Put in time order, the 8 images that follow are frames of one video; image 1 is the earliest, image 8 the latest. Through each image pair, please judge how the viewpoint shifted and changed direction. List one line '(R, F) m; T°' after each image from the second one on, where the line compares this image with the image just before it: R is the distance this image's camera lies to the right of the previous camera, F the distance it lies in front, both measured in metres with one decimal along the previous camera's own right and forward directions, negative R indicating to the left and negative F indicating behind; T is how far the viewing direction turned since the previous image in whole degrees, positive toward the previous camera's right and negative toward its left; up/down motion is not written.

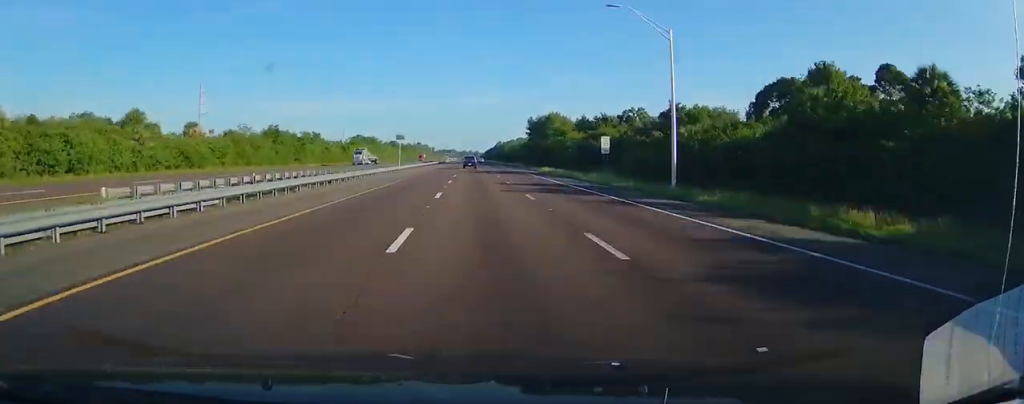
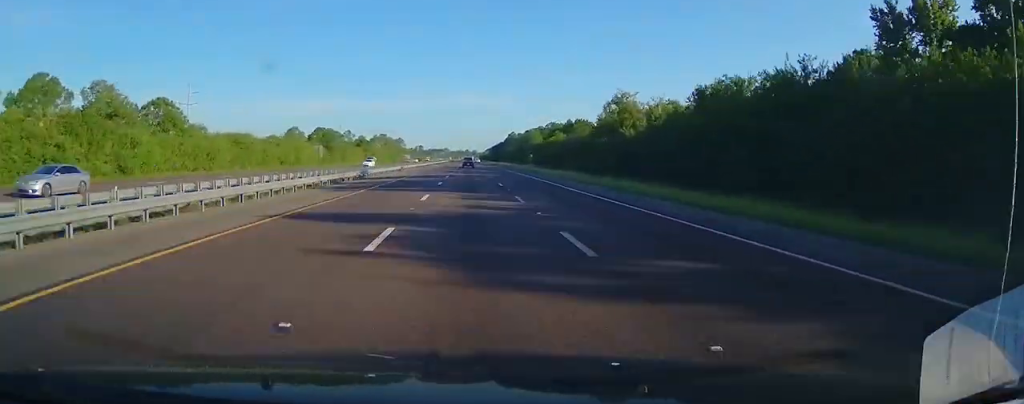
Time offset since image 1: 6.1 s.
(+1.2, +198.3) m; 0°
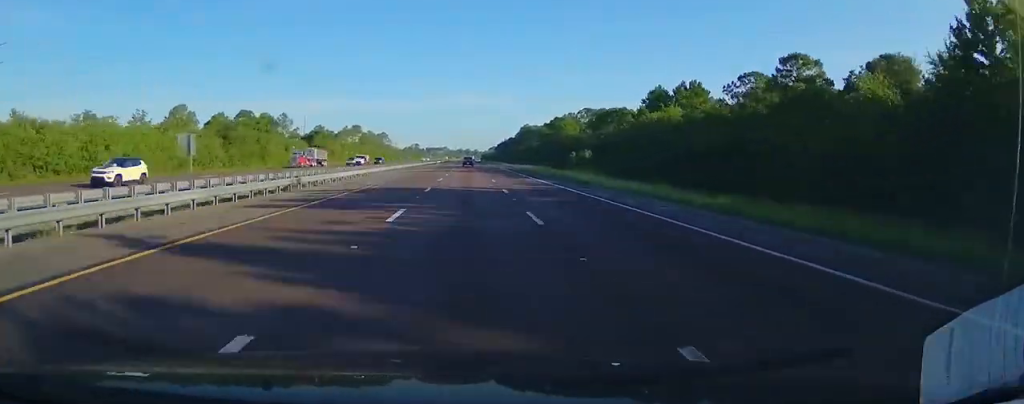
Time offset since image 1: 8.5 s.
(-0.1, +78.7) m; 0°
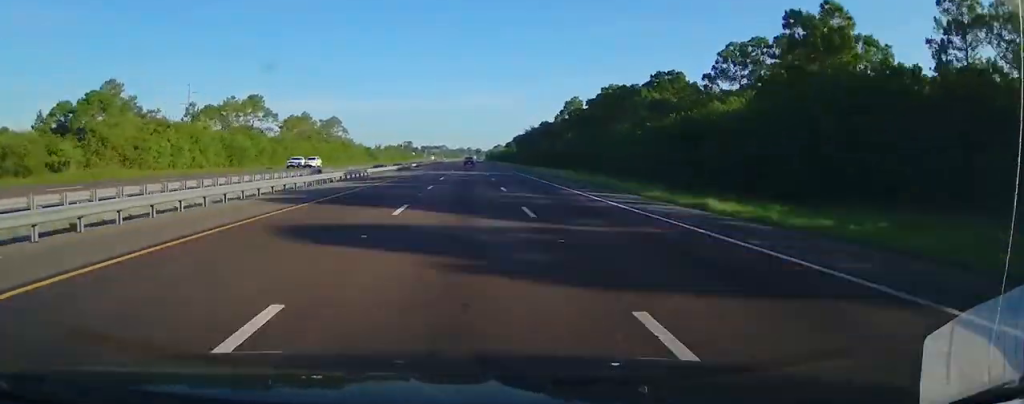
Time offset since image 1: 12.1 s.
(-0.5, +119.1) m; 0°
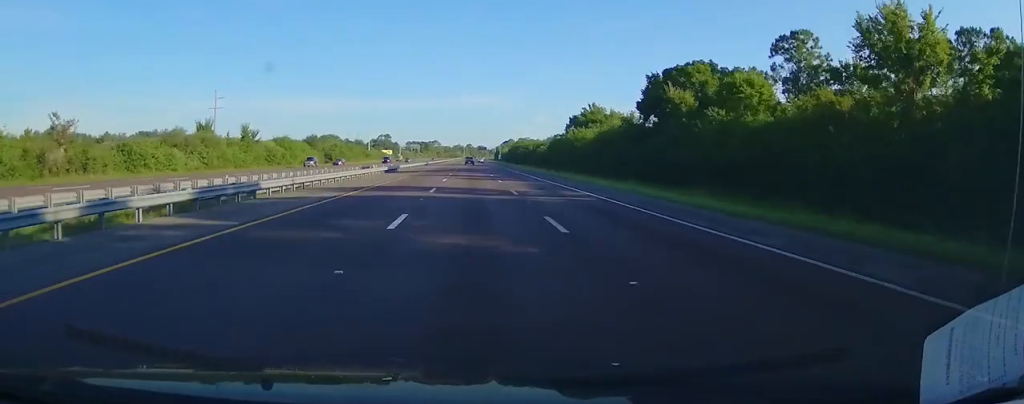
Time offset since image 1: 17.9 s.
(+0.2, +188.7) m; 0°
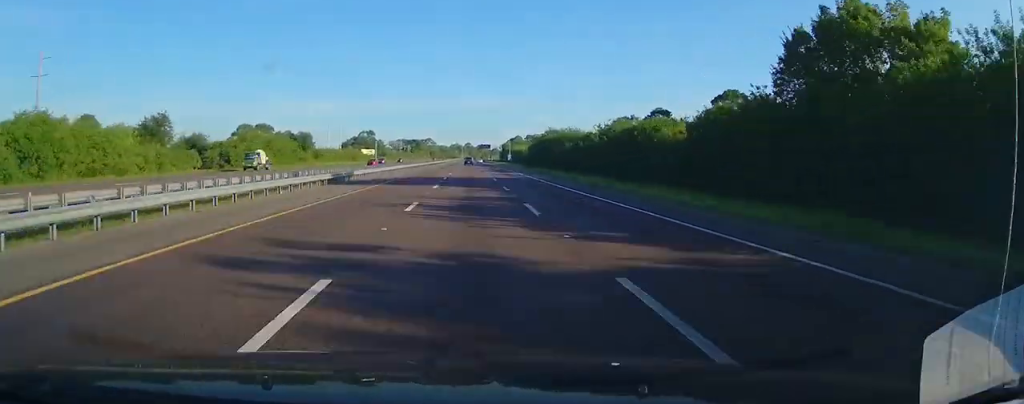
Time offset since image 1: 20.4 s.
(+0.3, +83.4) m; 0°
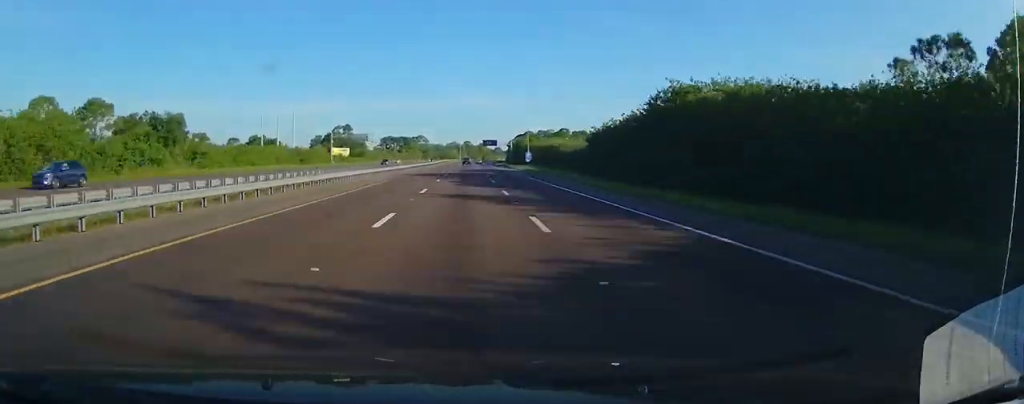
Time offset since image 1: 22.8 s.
(+0.8, +79.5) m; 0°
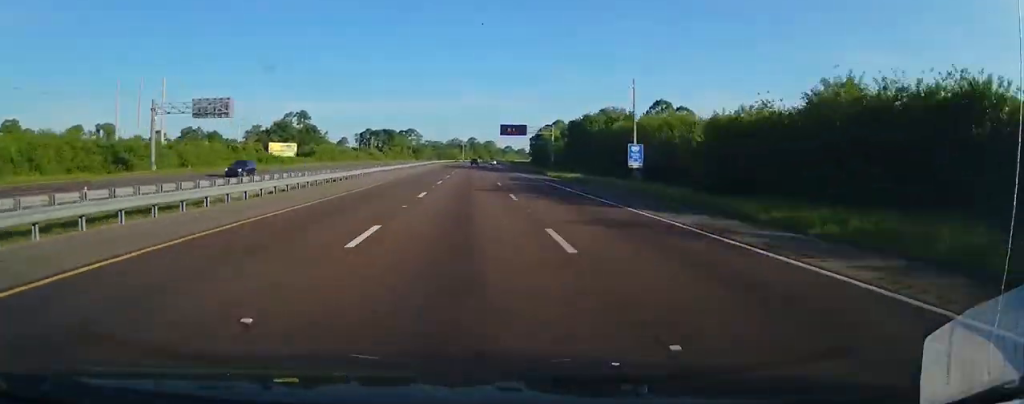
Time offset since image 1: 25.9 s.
(-1.4, +105.5) m; +2°
